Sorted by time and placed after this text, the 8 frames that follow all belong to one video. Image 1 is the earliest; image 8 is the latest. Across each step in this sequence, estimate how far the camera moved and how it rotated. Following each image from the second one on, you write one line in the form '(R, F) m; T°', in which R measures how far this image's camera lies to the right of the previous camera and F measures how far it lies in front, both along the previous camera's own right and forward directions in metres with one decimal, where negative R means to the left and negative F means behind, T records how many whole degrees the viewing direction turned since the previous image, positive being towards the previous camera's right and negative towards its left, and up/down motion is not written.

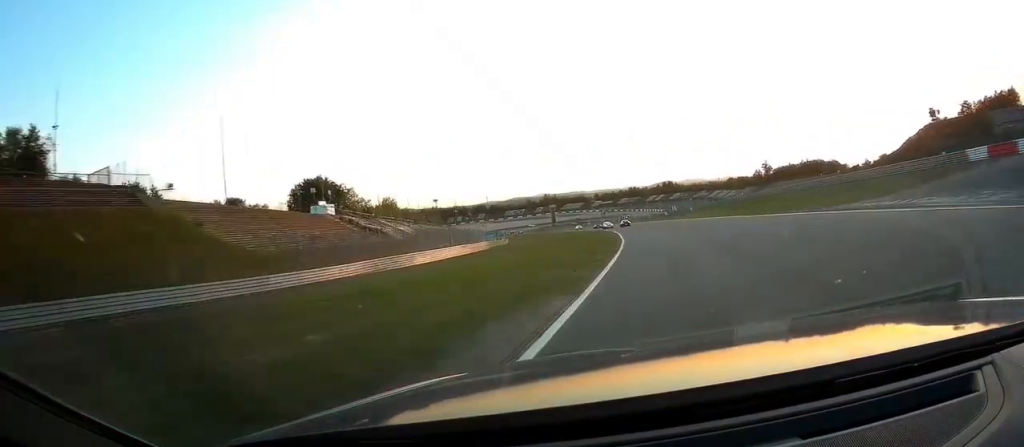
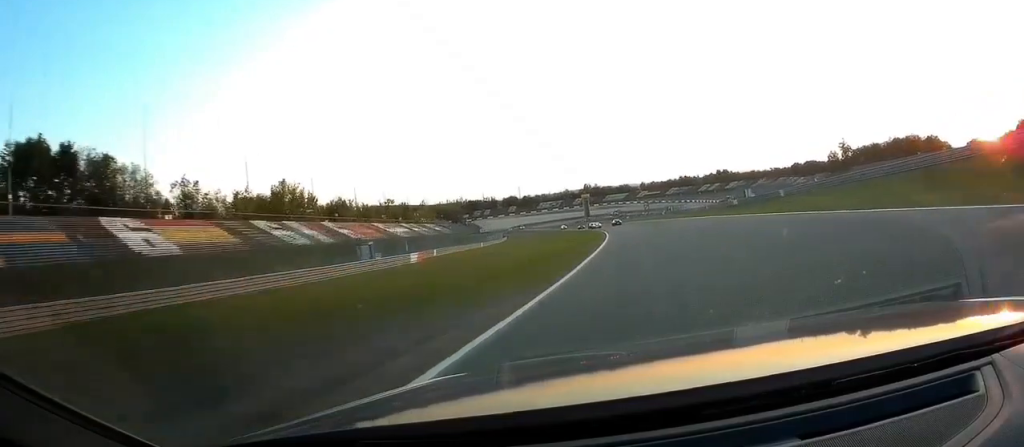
(-1.4, +64.1) m; -4°
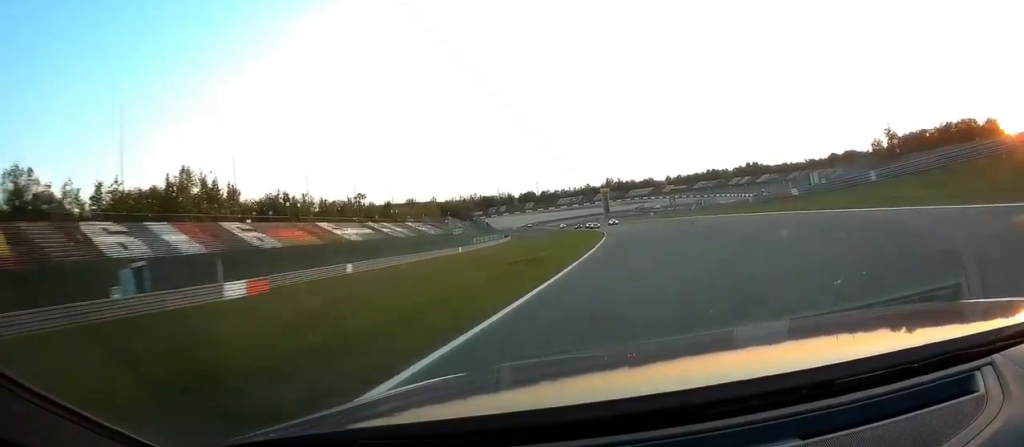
(-1.0, +29.3) m; -3°
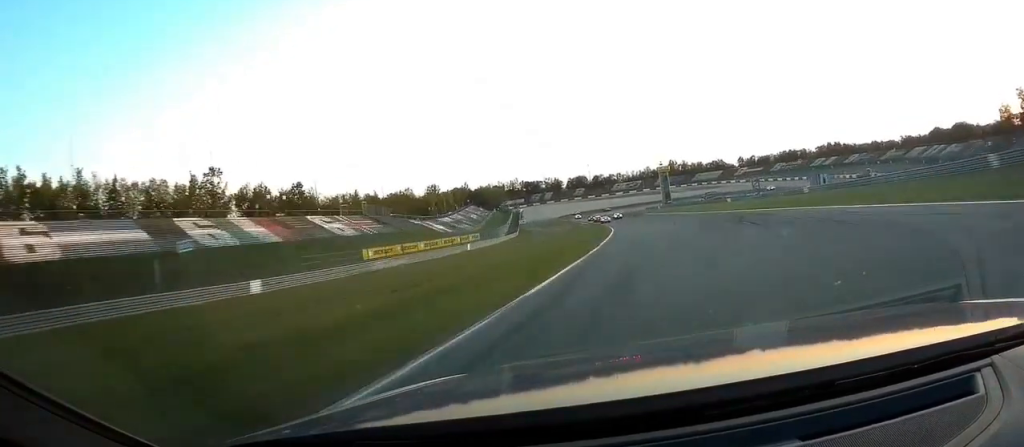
(-2.9, +63.3) m; -6°
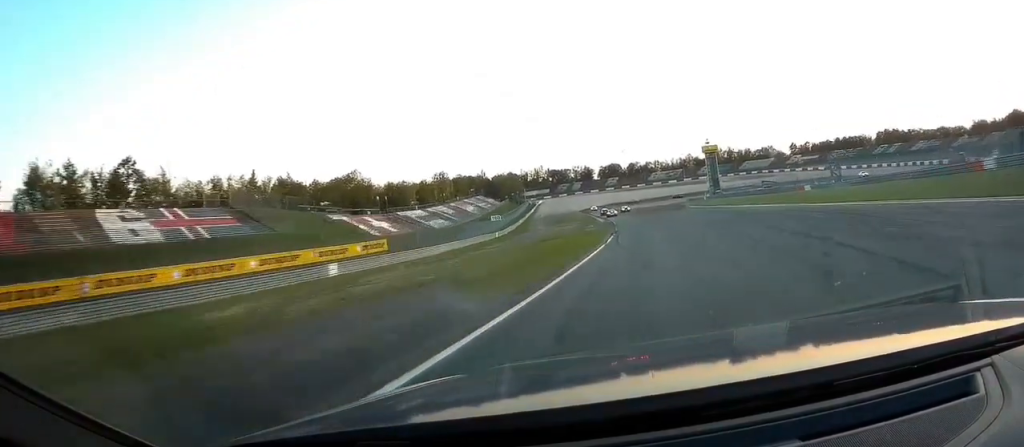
(-1.8, +42.3) m; -5°
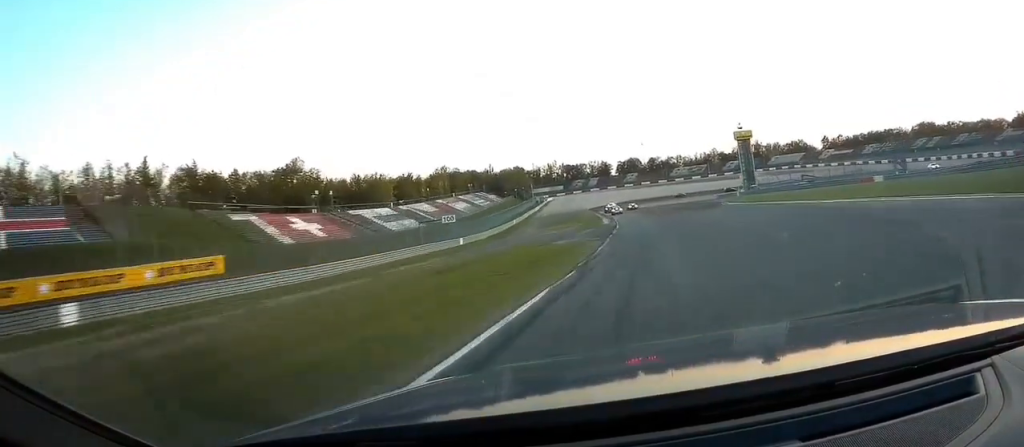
(-0.8, +23.3) m; -3°
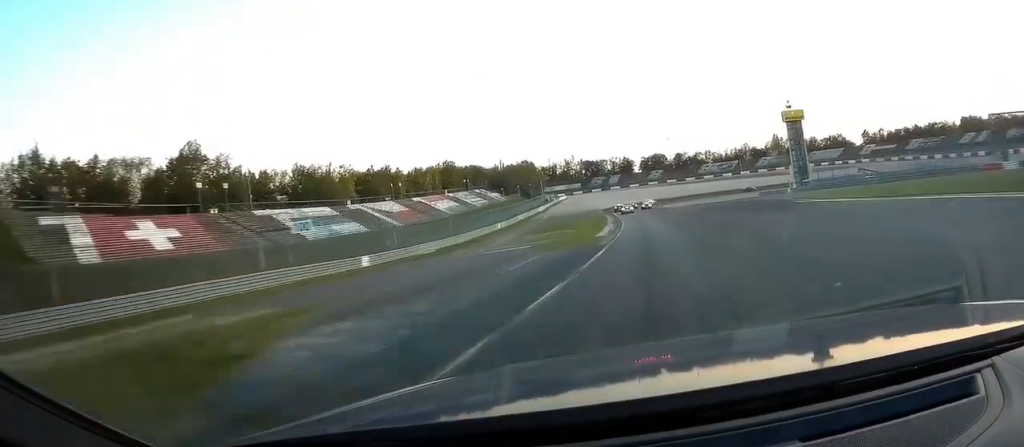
(-0.2, +25.9) m; -3°
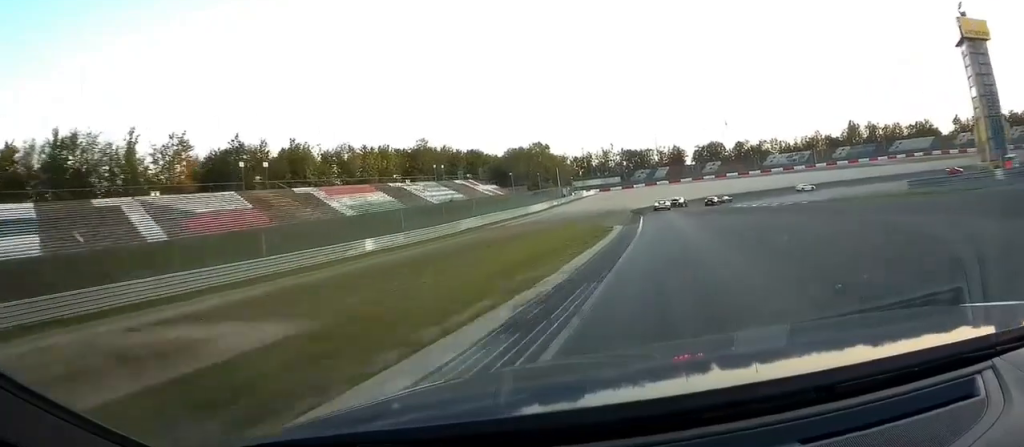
(-3.0, +48.3) m; -5°
